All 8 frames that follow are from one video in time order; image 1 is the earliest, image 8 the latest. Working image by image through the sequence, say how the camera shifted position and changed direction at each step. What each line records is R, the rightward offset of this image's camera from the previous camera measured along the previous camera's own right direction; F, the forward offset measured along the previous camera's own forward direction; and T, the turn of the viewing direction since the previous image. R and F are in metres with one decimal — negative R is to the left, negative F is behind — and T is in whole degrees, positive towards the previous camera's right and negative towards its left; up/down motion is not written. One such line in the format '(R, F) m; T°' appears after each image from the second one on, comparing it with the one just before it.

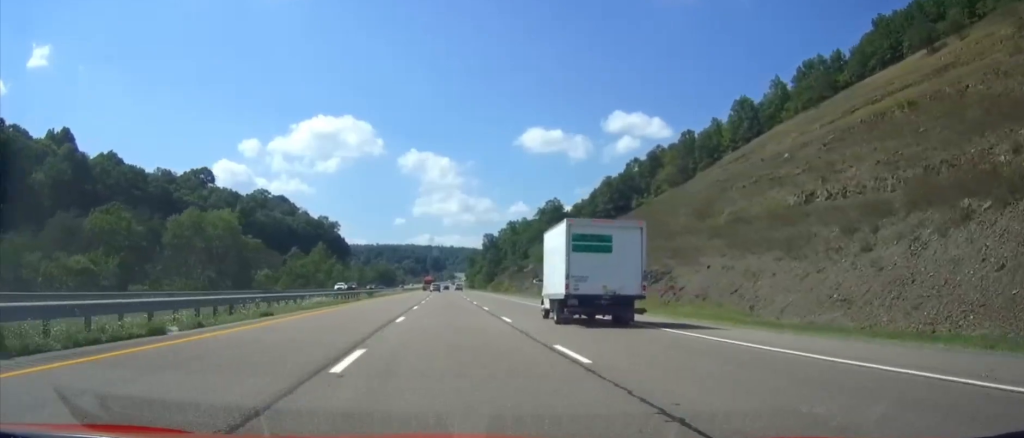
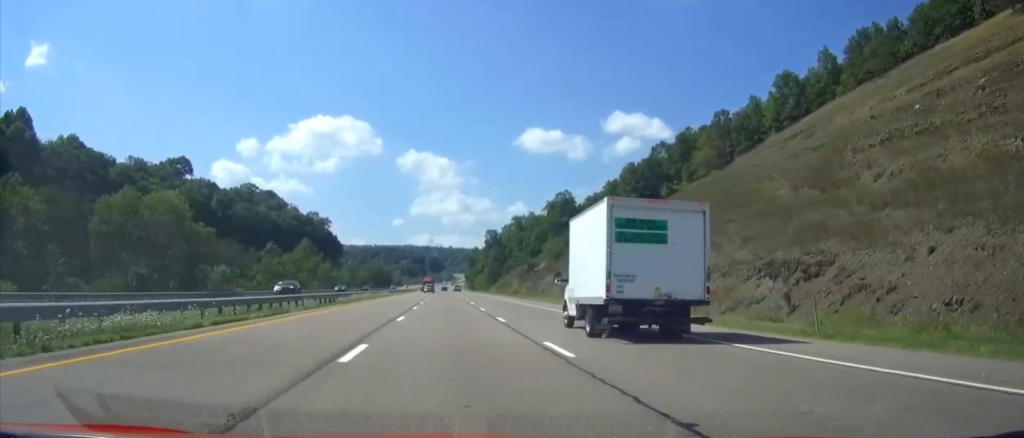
(0.0, +23.9) m; 0°
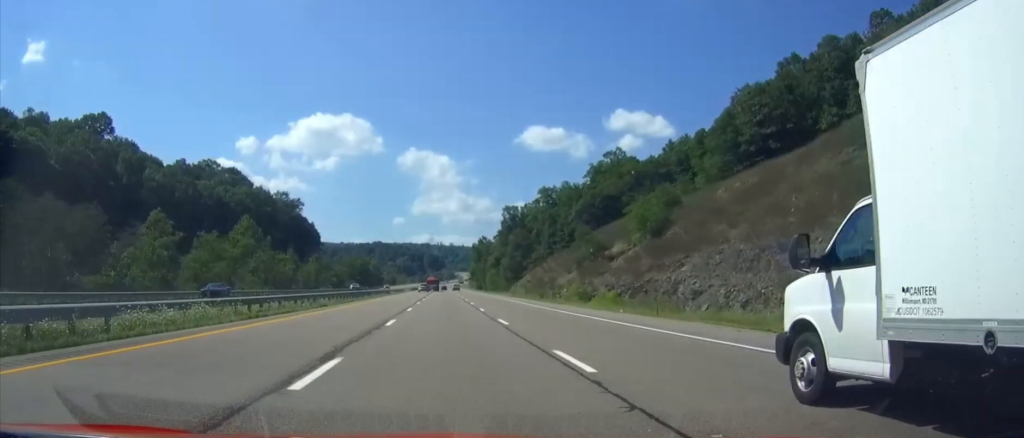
(0.0, +65.8) m; 0°
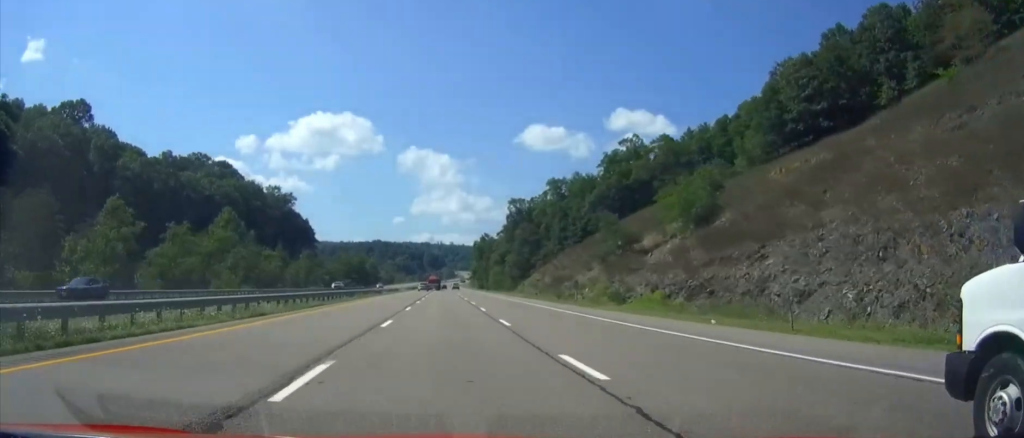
(0.0, +13.6) m; 0°
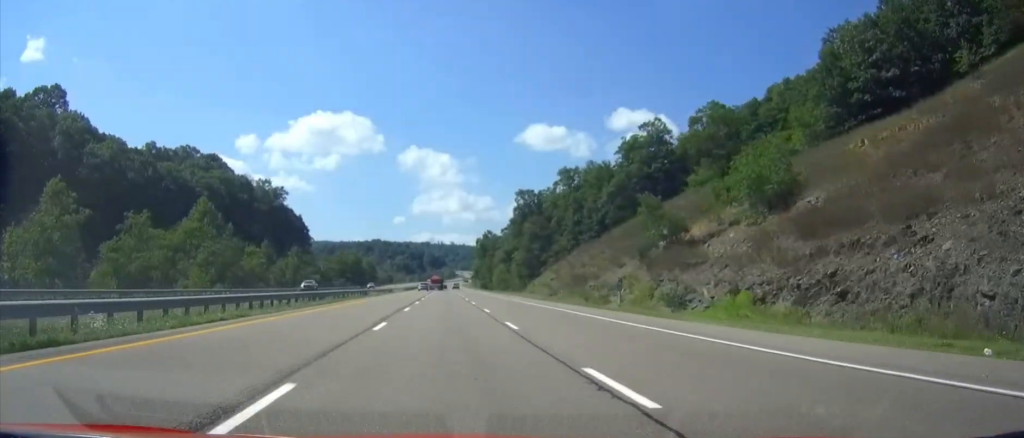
(+0.1, +14.7) m; 0°
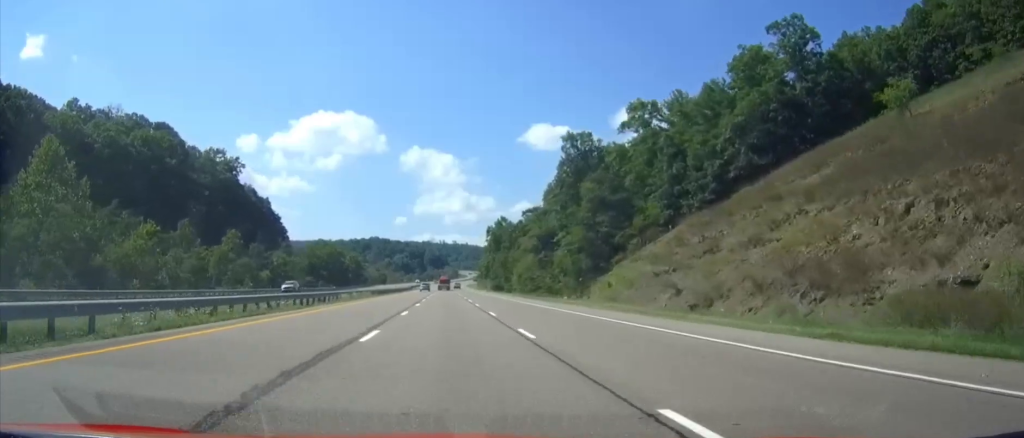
(0.0, +54.2) m; 0°
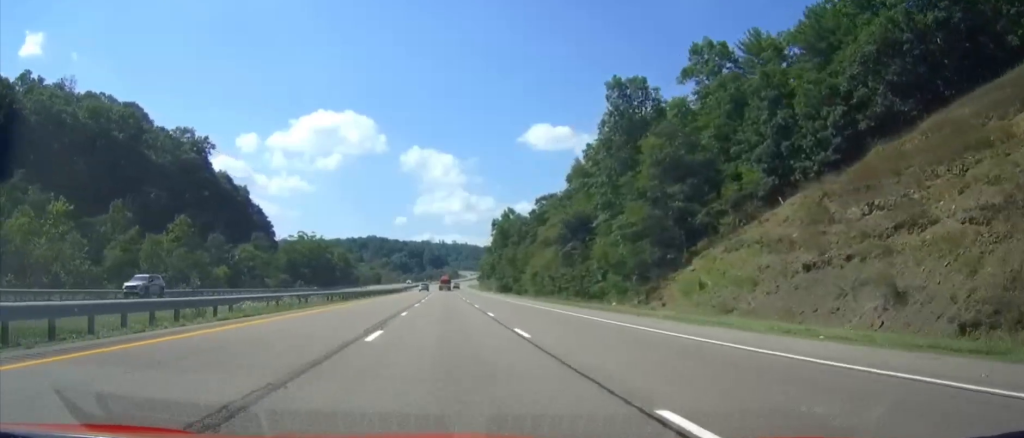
(0.0, +24.8) m; 0°
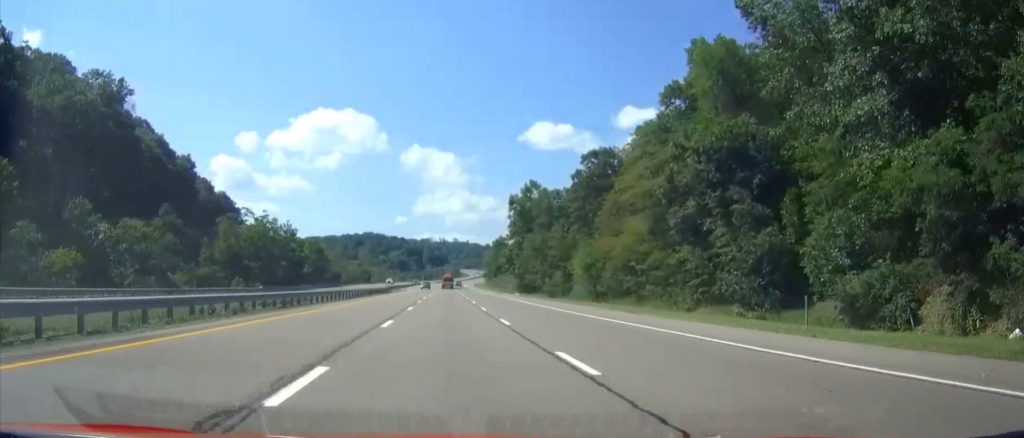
(0.0, +46.2) m; 0°
